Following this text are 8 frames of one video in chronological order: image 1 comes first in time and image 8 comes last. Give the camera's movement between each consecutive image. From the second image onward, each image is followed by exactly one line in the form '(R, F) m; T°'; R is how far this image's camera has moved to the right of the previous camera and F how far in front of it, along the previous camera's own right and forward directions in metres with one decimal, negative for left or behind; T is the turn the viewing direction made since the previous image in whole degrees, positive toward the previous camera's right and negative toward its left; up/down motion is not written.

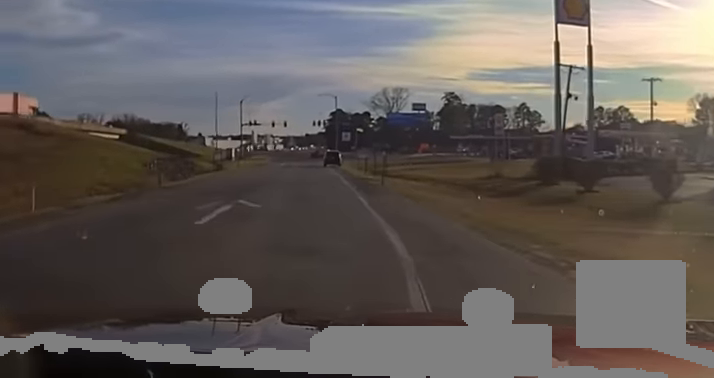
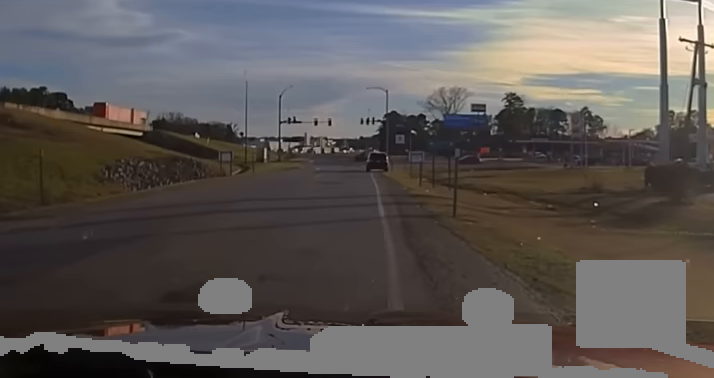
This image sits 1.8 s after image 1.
(-0.4, +16.6) m; -5°
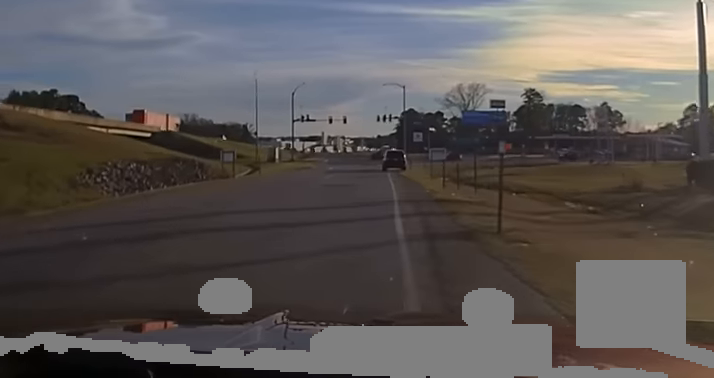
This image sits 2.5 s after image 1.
(-0.2, +4.7) m; -3°
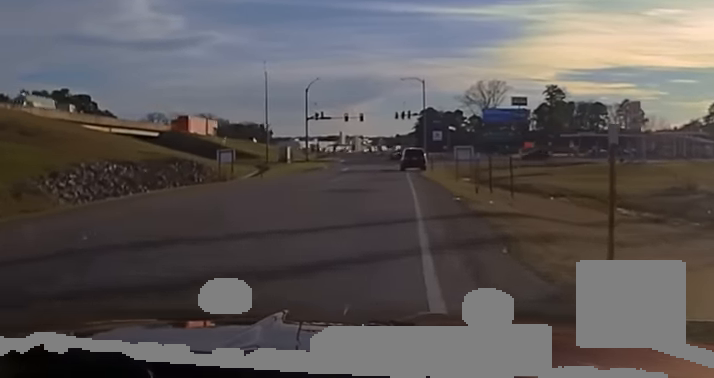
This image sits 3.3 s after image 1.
(-0.2, +5.2) m; -4°
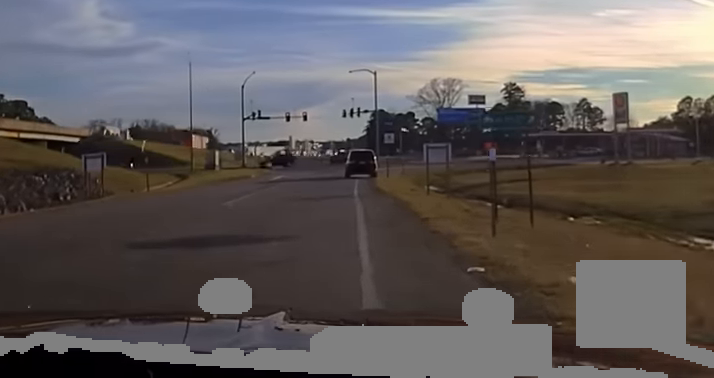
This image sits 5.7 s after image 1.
(+0.4, +9.5) m; +6°
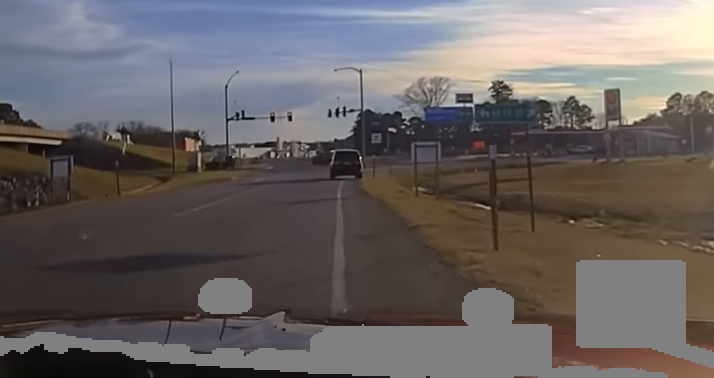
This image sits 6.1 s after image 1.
(0.0, +2.0) m; 0°
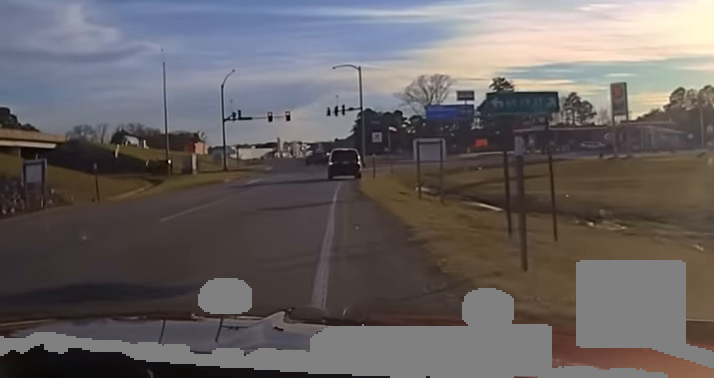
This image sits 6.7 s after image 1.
(-0.3, +2.8) m; -2°
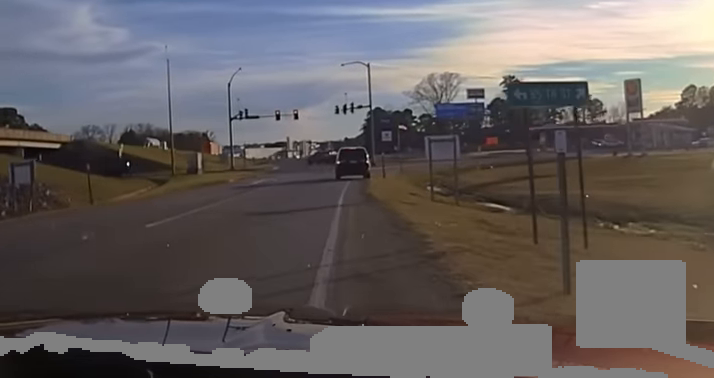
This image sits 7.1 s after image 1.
(0.0, +2.2) m; +1°
